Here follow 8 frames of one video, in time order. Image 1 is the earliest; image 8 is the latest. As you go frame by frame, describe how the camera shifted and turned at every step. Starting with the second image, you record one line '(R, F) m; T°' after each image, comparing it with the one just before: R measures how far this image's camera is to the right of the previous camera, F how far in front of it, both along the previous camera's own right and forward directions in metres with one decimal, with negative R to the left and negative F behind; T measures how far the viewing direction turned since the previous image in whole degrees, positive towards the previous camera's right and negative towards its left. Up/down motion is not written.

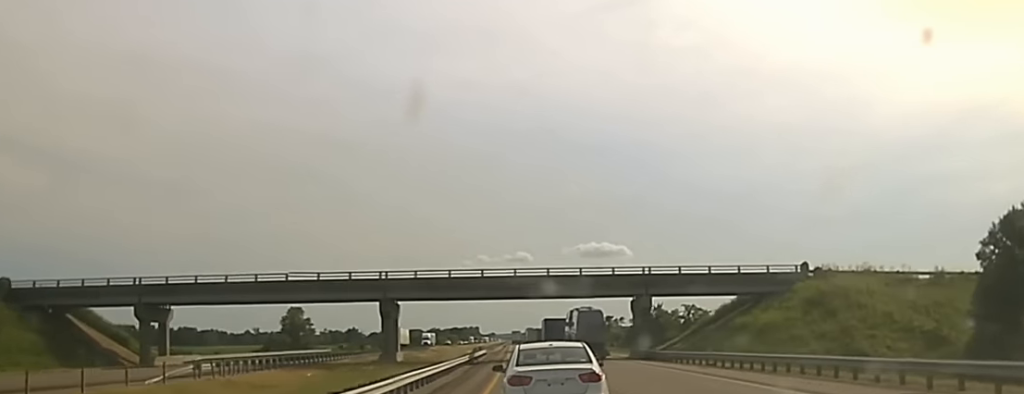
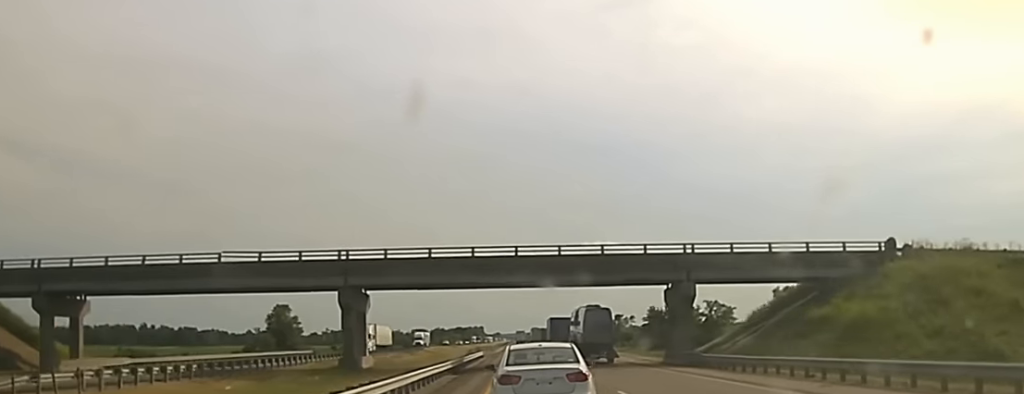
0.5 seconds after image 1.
(0.0, +17.7) m; 0°
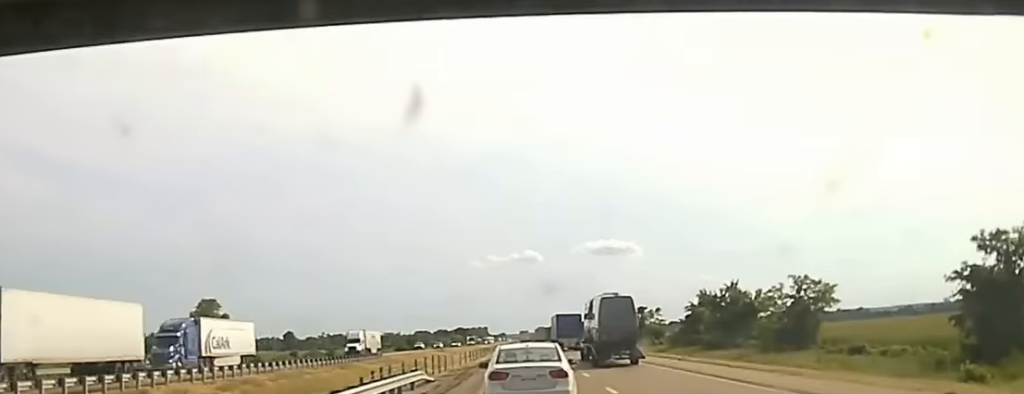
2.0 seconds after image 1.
(-0.6, +50.7) m; -1°
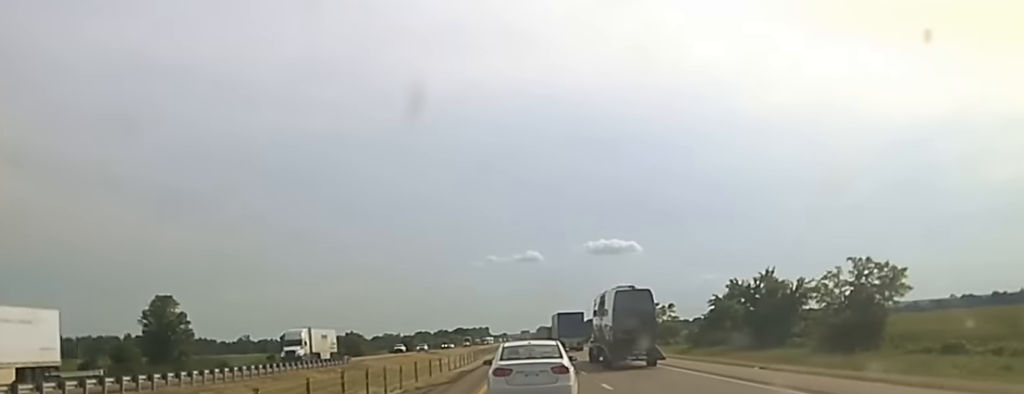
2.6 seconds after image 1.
(-0.1, +24.9) m; 0°
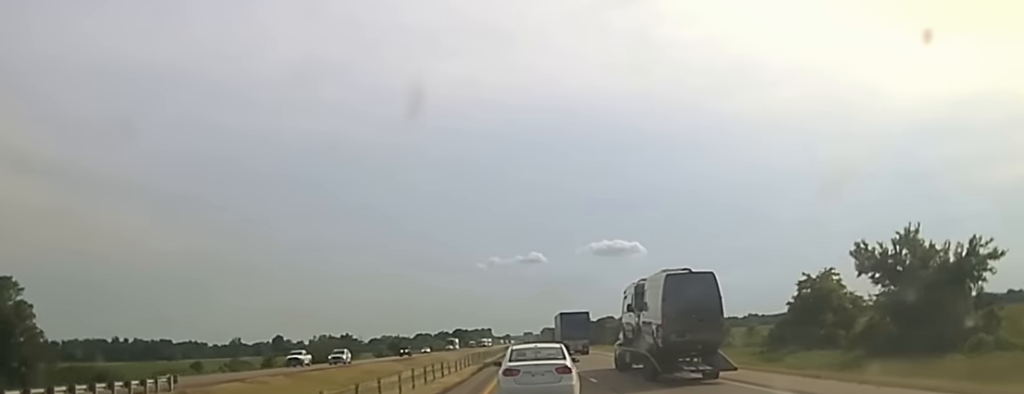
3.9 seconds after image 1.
(+0.1, +46.8) m; 0°
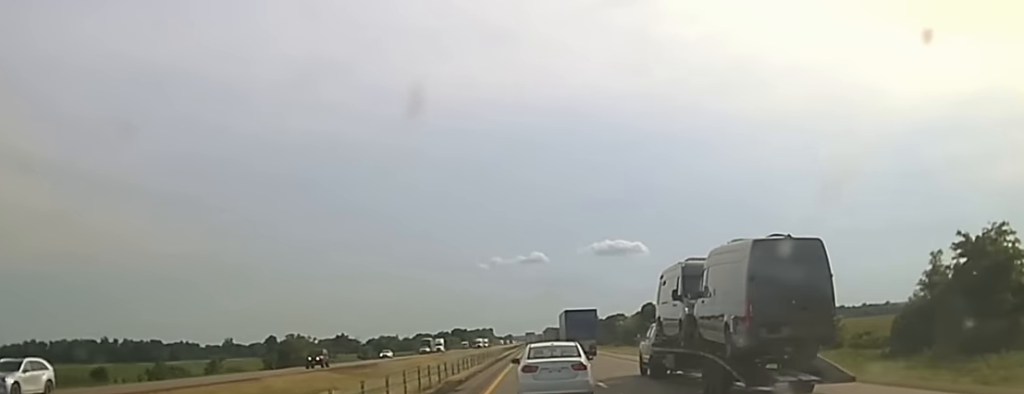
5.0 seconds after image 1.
(0.0, +33.5) m; 0°
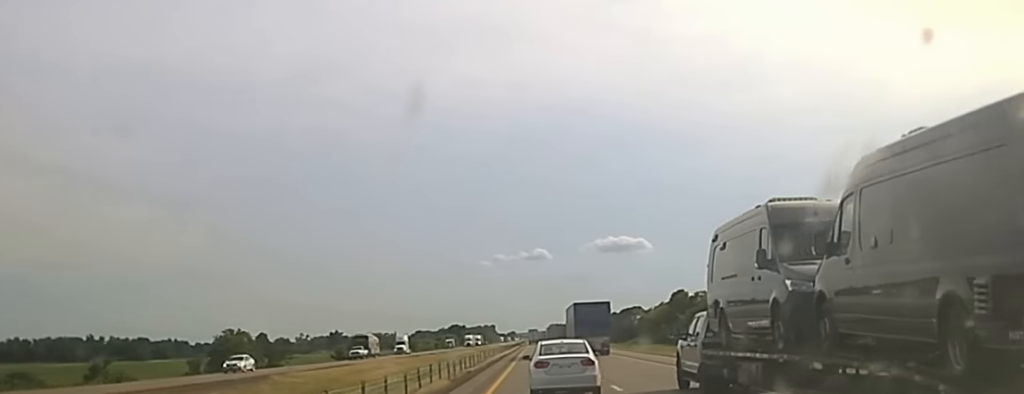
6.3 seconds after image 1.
(0.0, +43.0) m; 0°
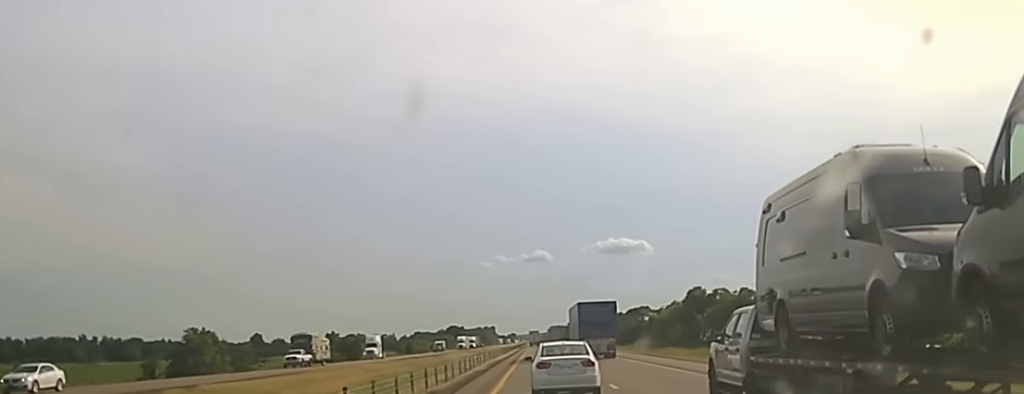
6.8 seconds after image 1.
(0.0, +18.4) m; 0°
